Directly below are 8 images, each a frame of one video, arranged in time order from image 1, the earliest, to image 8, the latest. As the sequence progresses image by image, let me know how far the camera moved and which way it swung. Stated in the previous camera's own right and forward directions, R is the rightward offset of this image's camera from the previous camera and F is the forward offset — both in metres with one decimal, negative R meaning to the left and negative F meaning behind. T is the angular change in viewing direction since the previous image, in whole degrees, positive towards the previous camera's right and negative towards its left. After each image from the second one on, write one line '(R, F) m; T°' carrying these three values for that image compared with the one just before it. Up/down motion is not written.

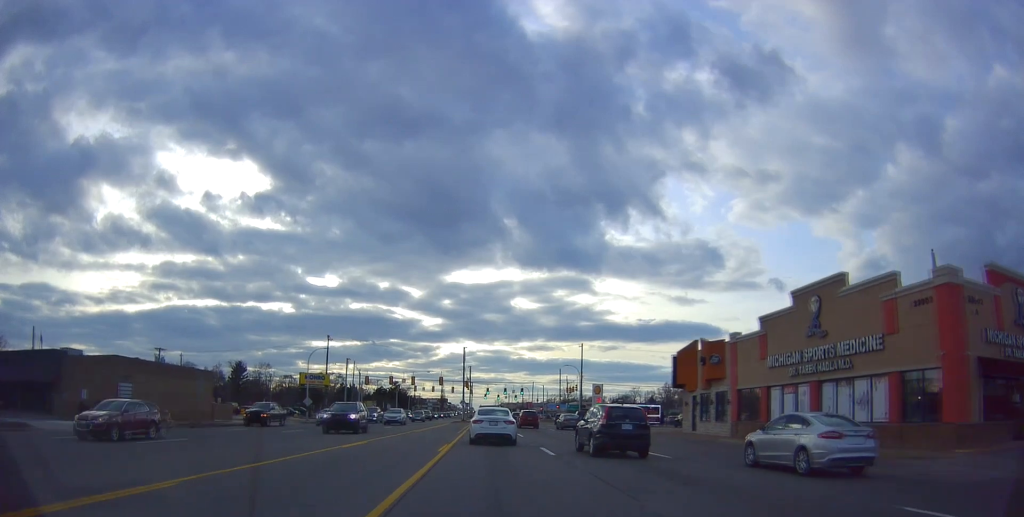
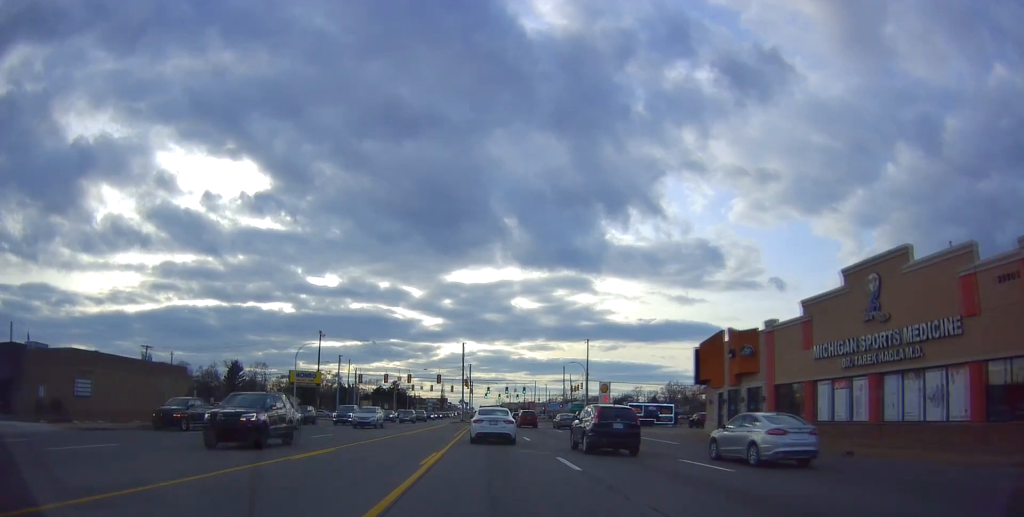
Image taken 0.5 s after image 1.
(0.0, +5.0) m; 0°
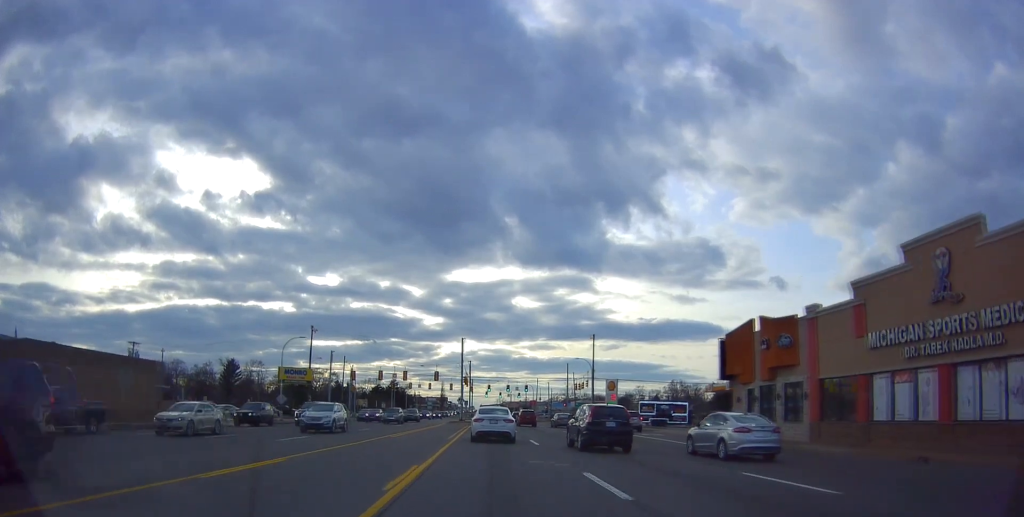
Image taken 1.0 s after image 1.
(0.0, +4.8) m; 0°
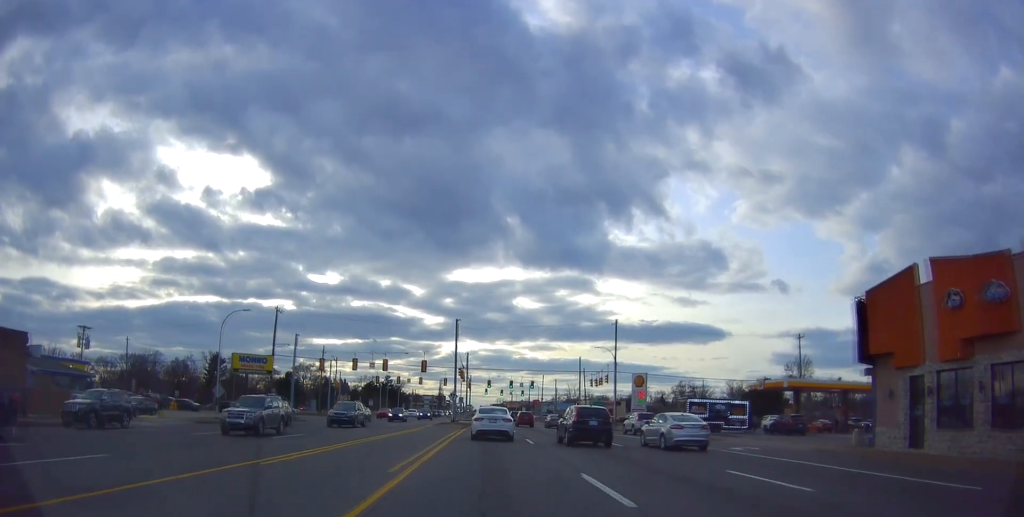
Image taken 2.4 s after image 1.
(0.0, +15.7) m; -2°
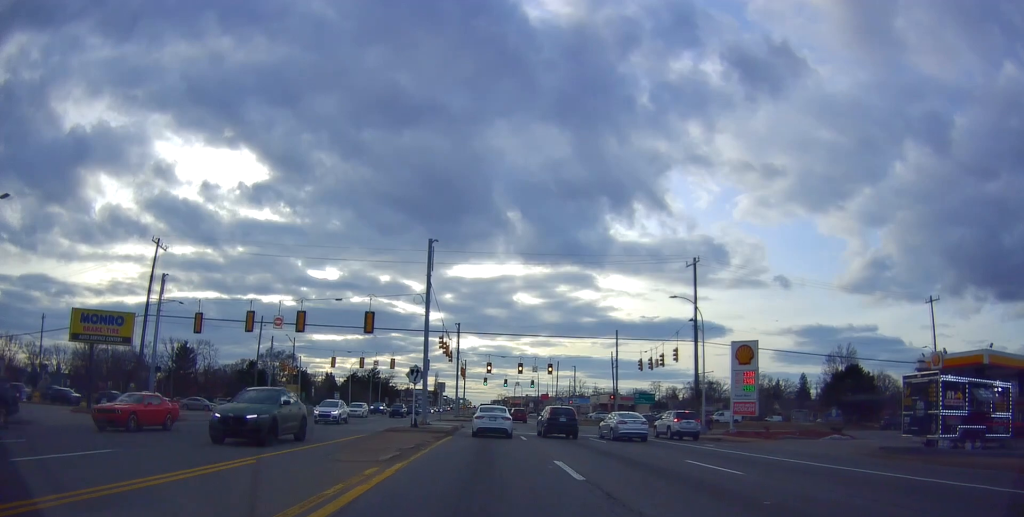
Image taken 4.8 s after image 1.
(+0.2, +29.3) m; +2°
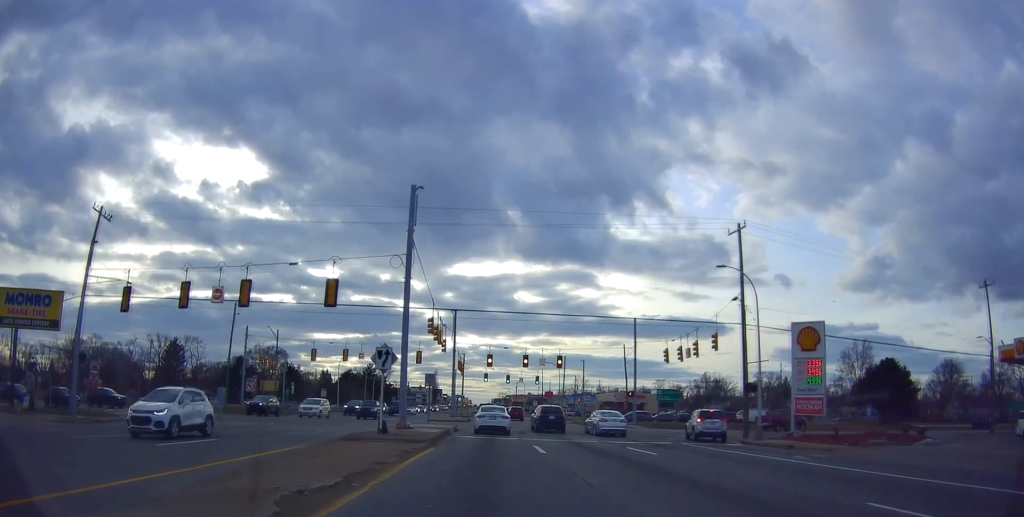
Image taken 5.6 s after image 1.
(0.0, +9.2) m; 0°
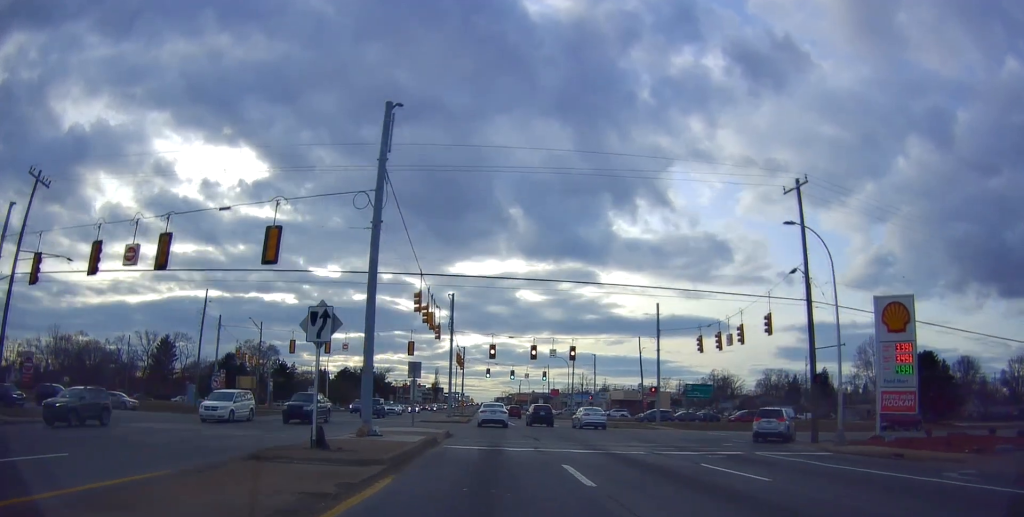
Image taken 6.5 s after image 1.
(0.0, +8.4) m; 0°
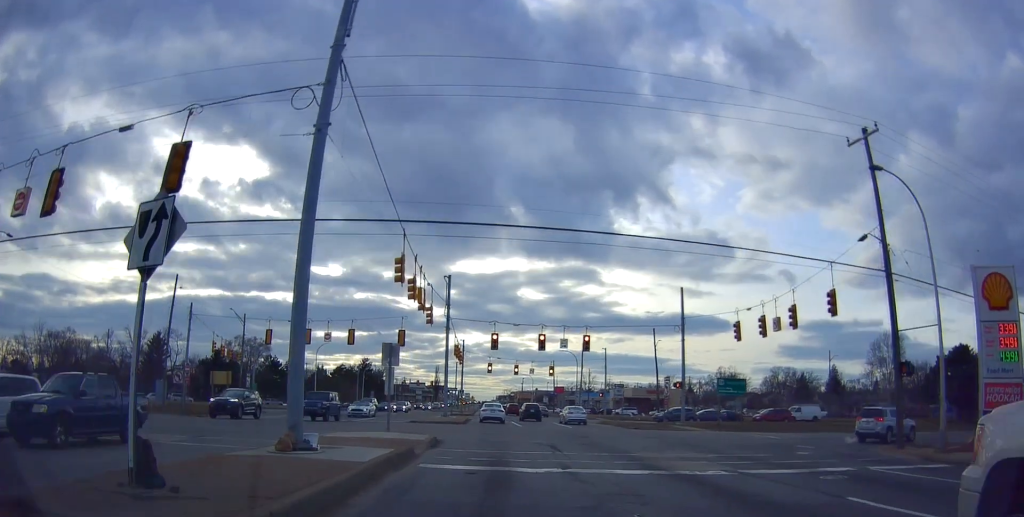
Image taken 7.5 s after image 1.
(0.0, +7.2) m; 0°
